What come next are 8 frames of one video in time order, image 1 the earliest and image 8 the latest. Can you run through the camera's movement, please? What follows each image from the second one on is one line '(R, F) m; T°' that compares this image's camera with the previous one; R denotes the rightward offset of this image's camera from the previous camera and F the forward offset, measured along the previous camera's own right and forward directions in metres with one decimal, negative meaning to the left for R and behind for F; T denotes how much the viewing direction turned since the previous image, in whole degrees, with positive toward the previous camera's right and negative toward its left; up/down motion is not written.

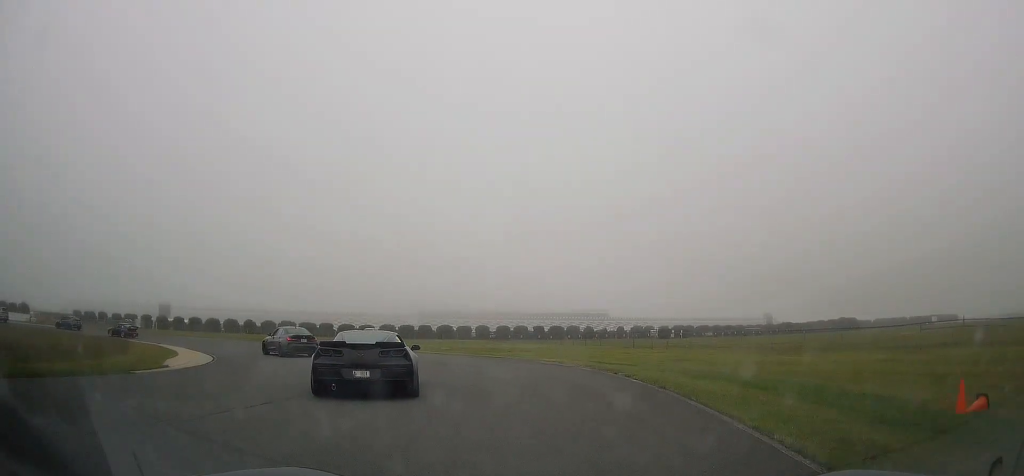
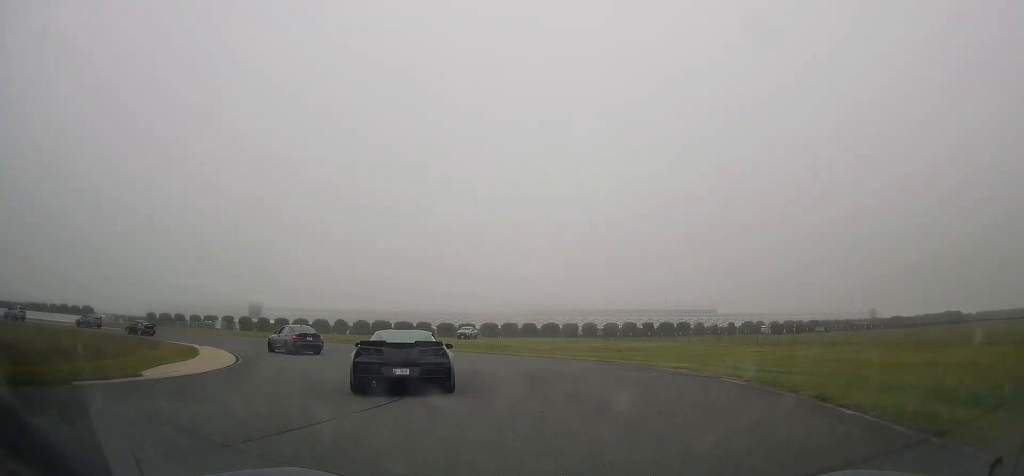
(-0.2, +6.2) m; -9°
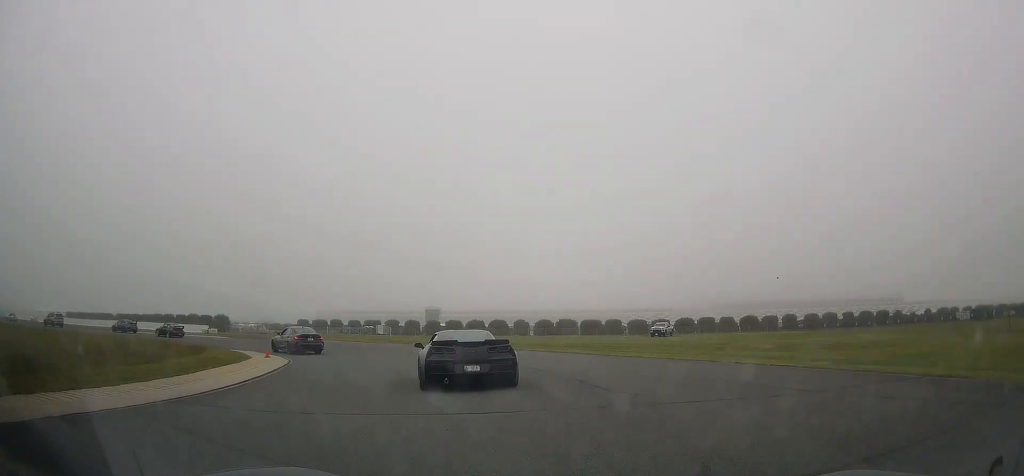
(-1.9, +11.5) m; -19°
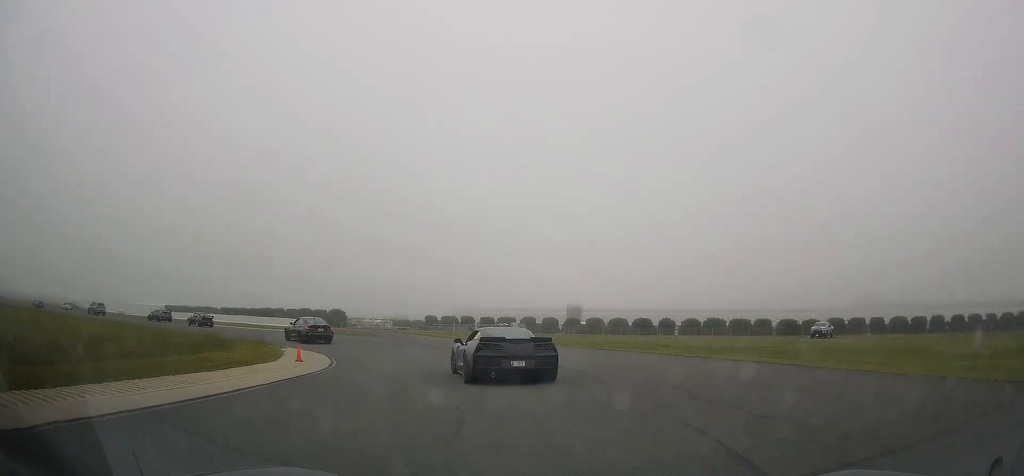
(-1.5, +8.6) m; -14°
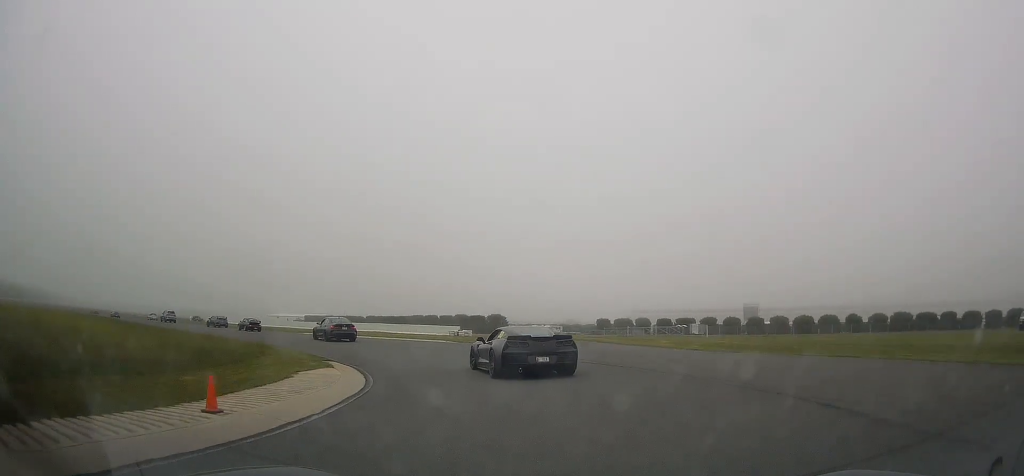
(-1.8, +11.3) m; -18°
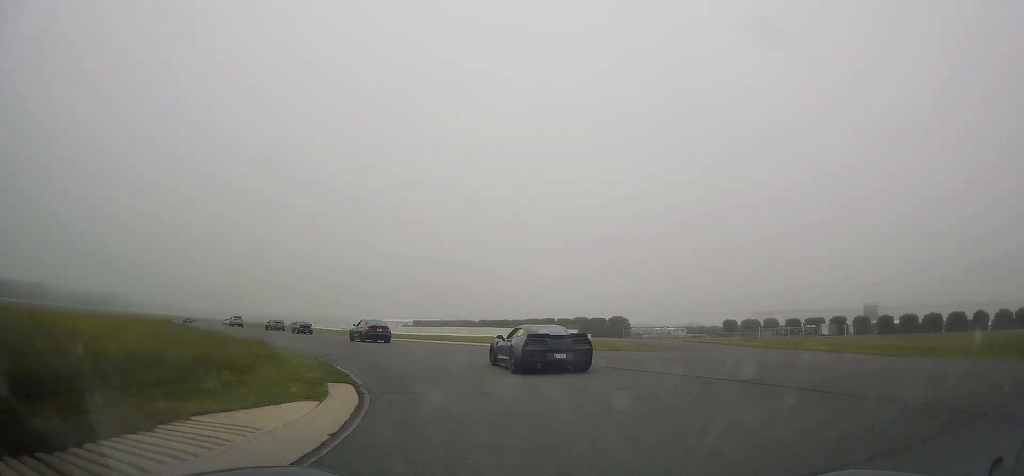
(-0.3, +8.1) m; -12°
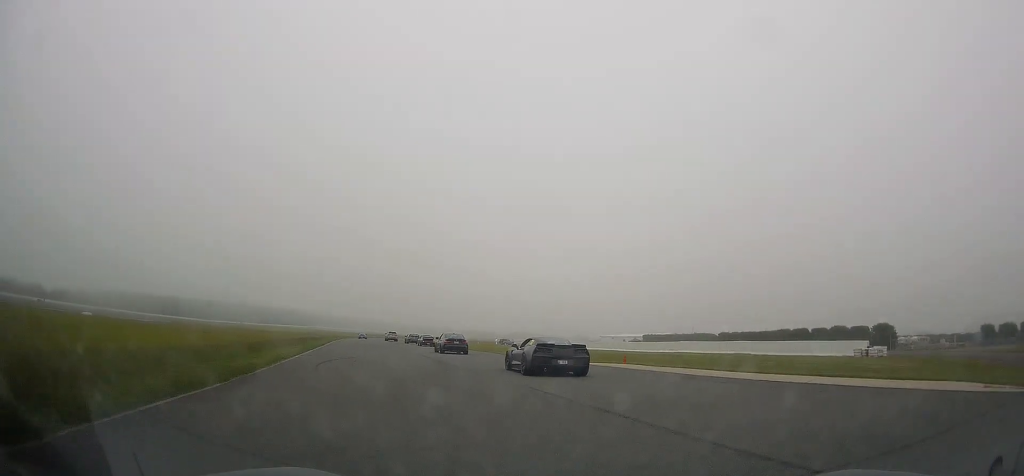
(-4.5, +20.4) m; -19°
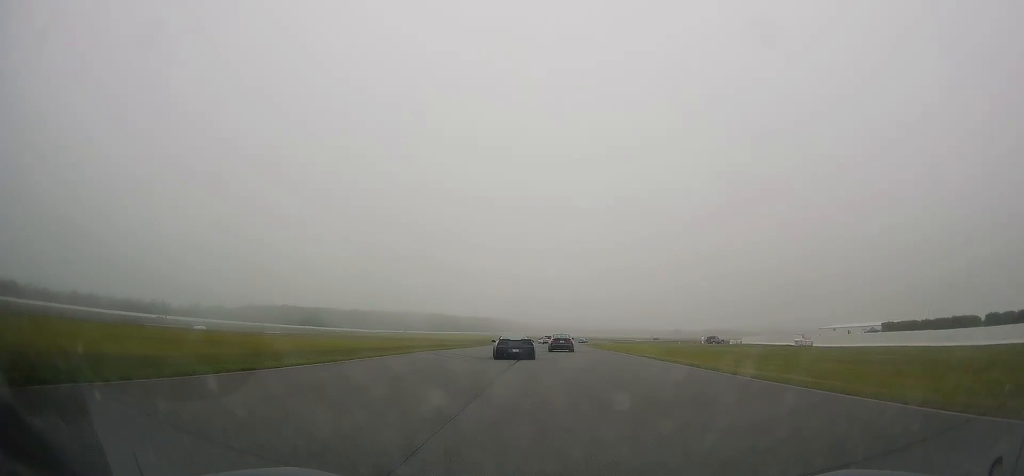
(-5.9, +35.0) m; -15°
